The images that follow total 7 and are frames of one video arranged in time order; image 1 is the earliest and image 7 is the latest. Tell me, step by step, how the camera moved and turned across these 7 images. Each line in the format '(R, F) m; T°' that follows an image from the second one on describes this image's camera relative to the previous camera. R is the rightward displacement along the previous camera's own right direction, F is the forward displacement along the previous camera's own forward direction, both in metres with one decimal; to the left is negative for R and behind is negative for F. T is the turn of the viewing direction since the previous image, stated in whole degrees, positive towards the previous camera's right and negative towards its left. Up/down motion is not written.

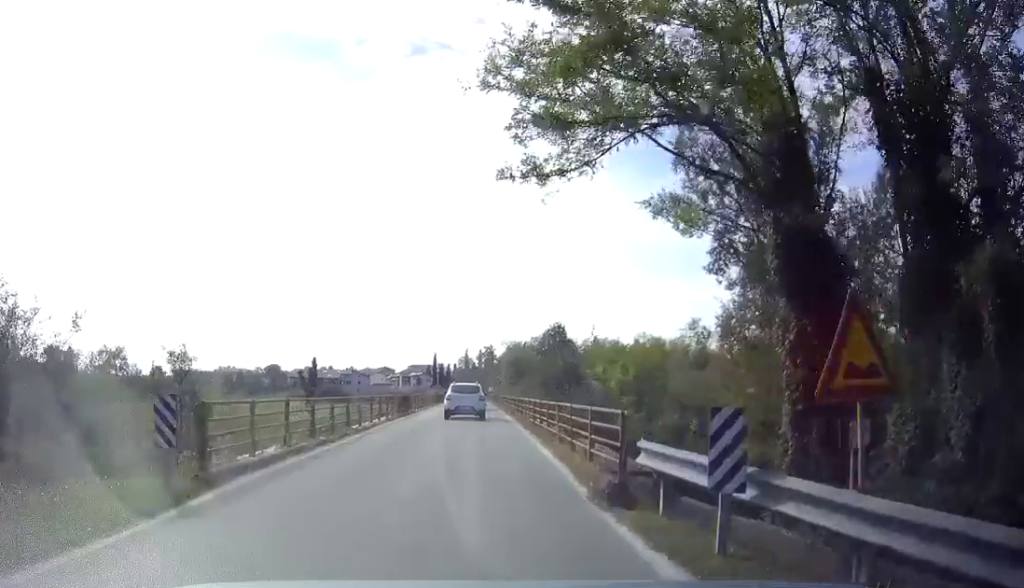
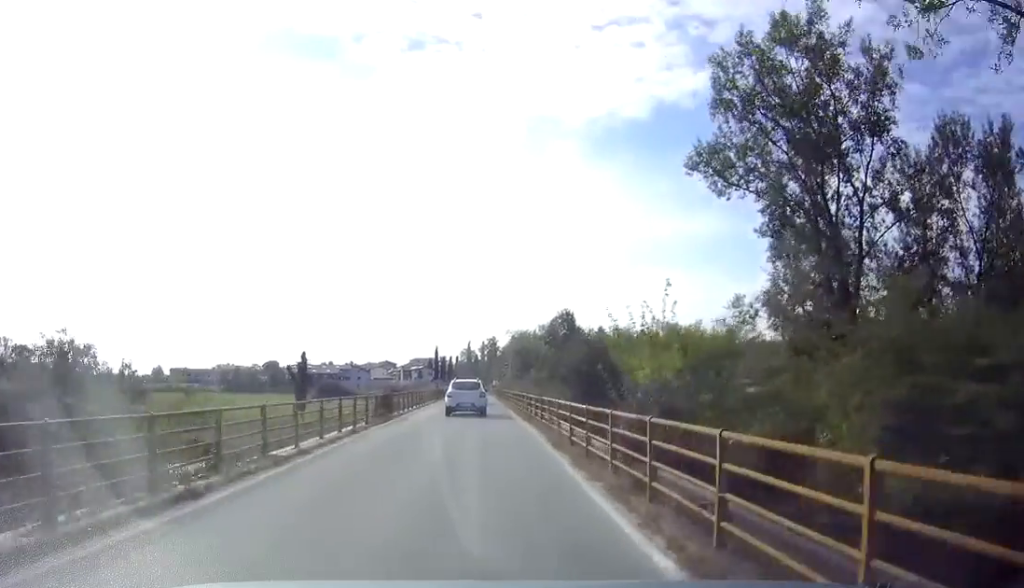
(0.0, +7.7) m; 0°
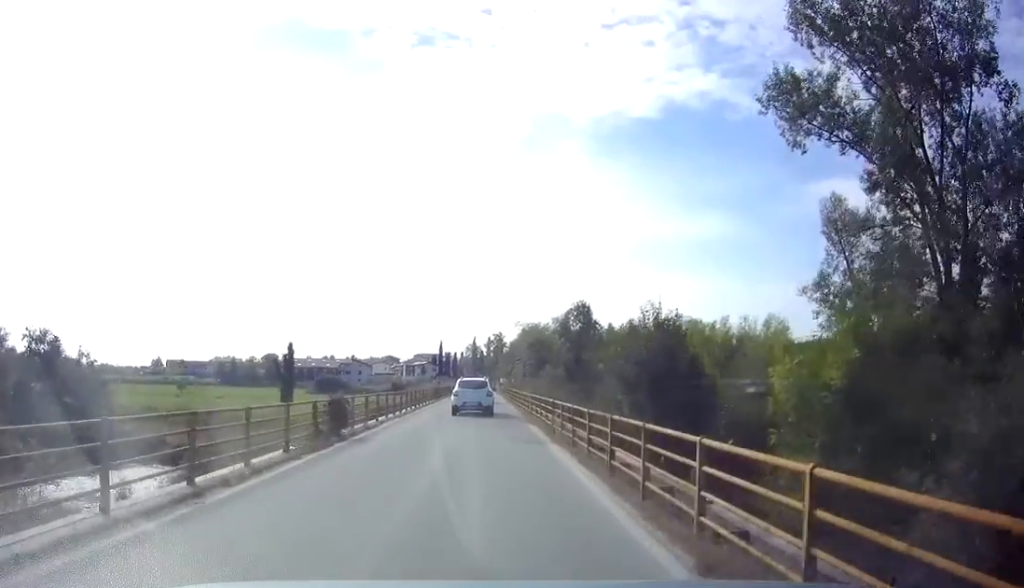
(0.0, +9.1) m; +1°
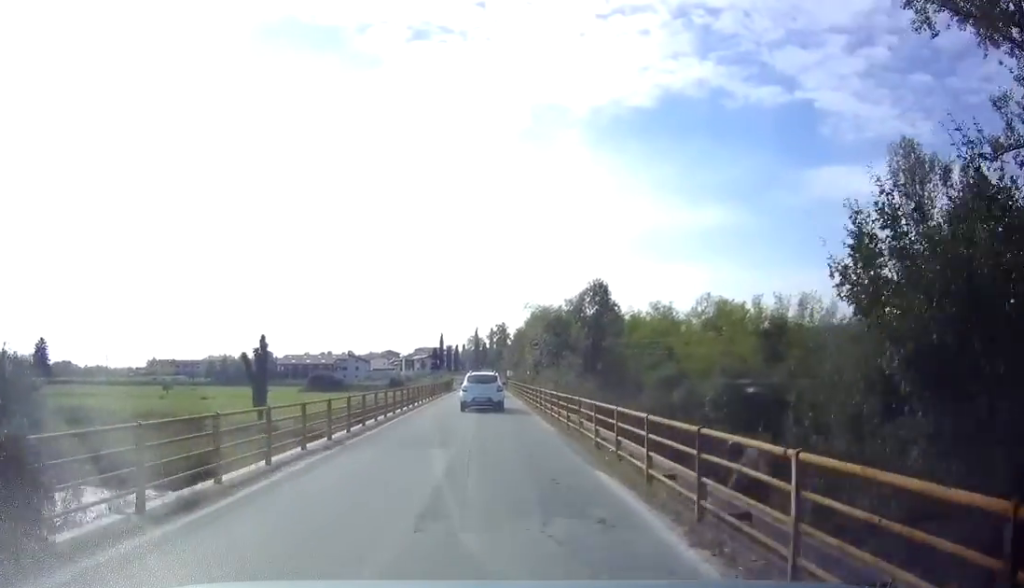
(+0.1, +11.4) m; -1°
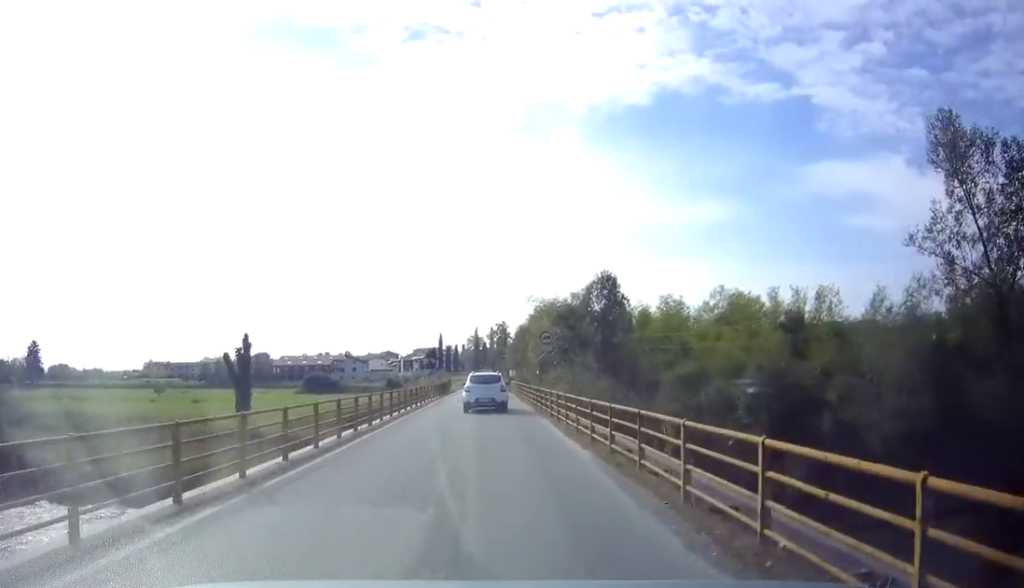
(-0.1, +5.3) m; -1°
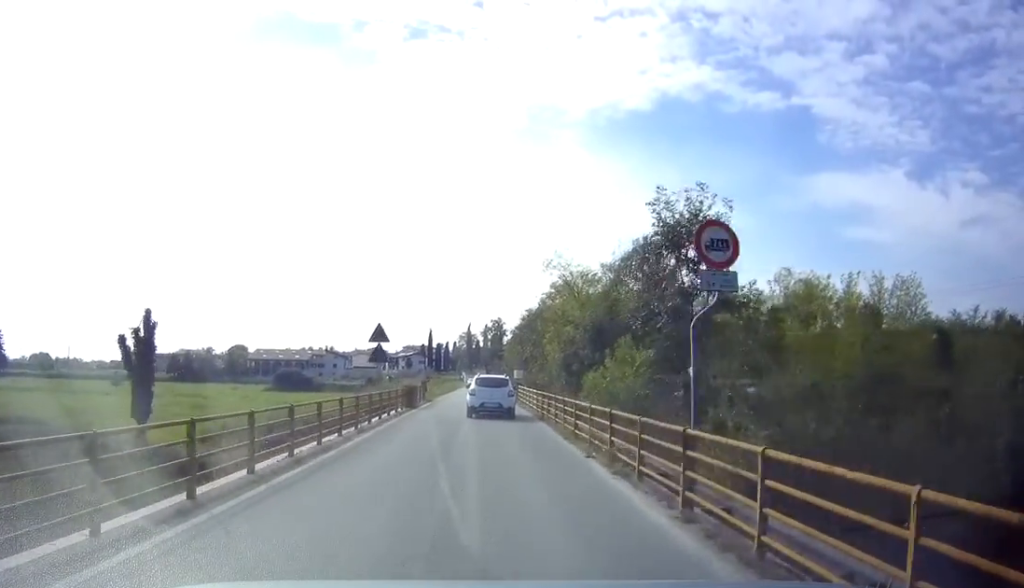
(-0.4, +20.0) m; +1°
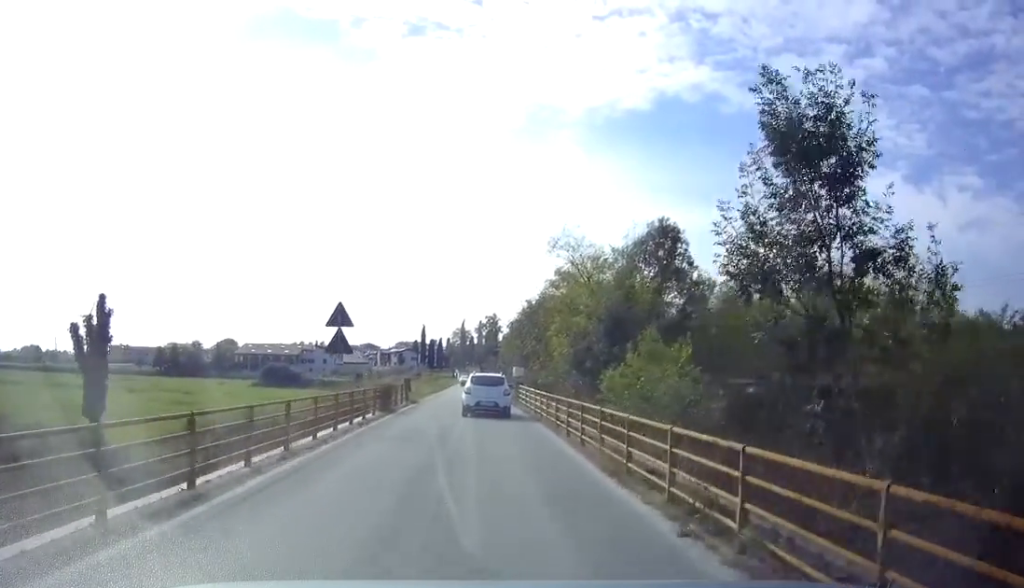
(+0.2, +5.7) m; +1°
